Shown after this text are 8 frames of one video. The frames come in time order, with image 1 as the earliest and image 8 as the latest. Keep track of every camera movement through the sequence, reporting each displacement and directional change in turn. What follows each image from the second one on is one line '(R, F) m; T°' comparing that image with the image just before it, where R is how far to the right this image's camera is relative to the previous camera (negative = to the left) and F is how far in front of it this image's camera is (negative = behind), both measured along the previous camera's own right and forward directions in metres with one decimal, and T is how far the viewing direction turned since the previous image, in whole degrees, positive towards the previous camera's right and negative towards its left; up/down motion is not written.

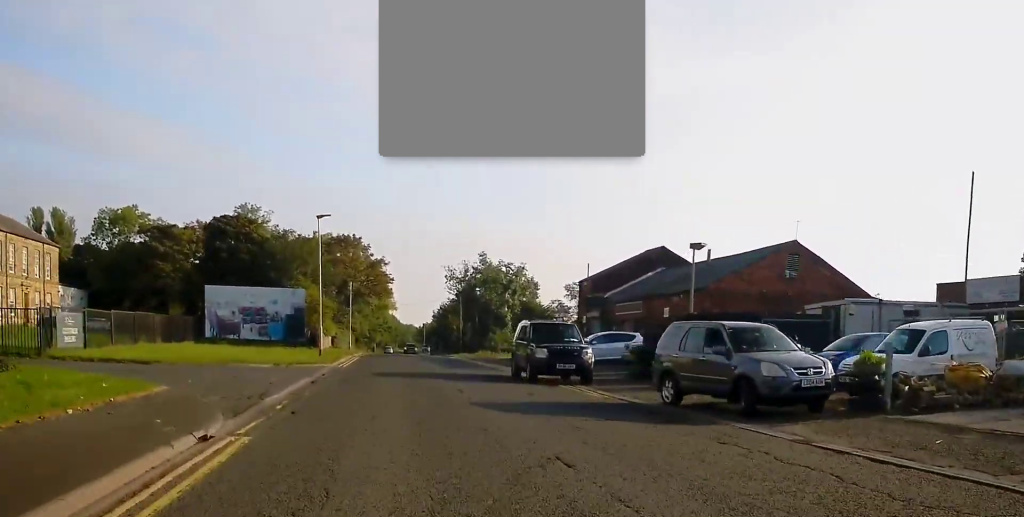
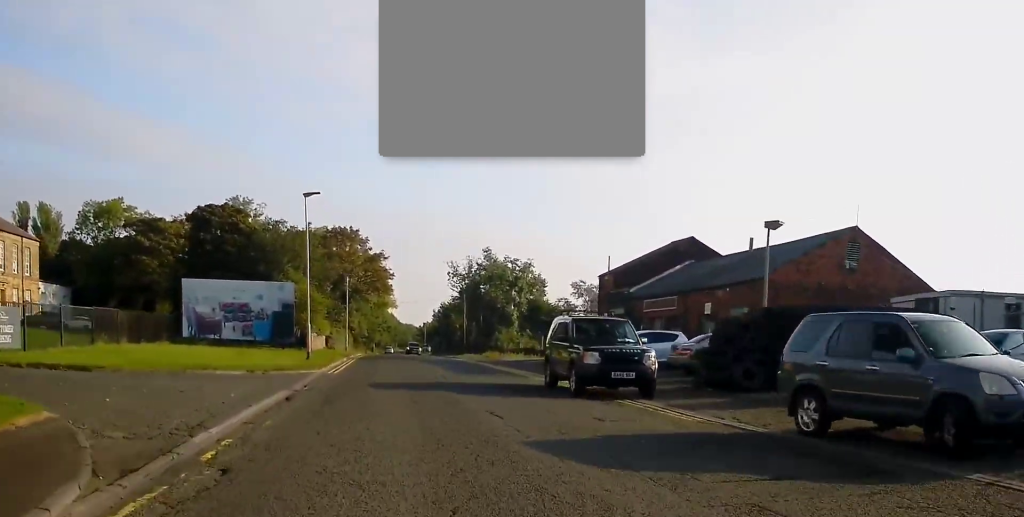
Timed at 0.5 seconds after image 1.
(-0.2, +5.5) m; 0°
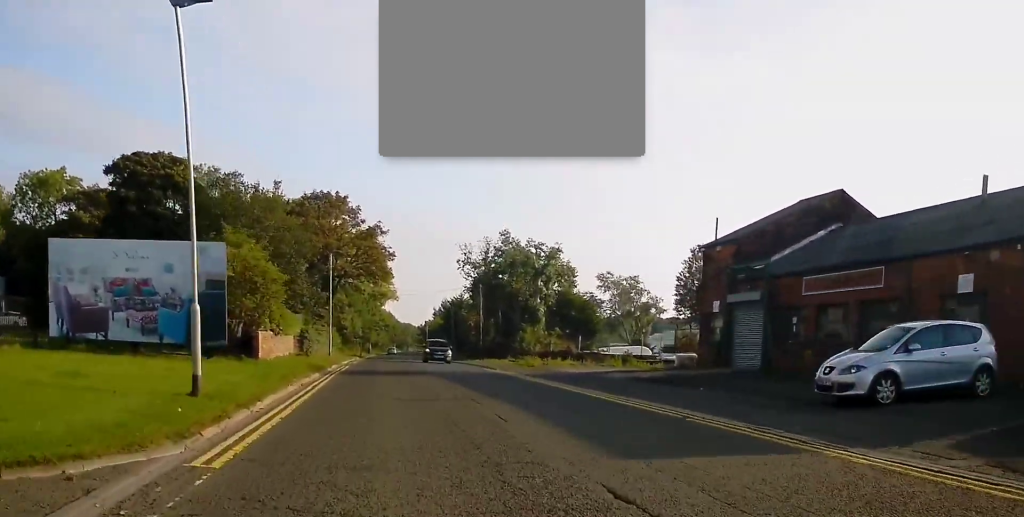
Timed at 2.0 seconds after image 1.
(0.0, +18.0) m; +1°
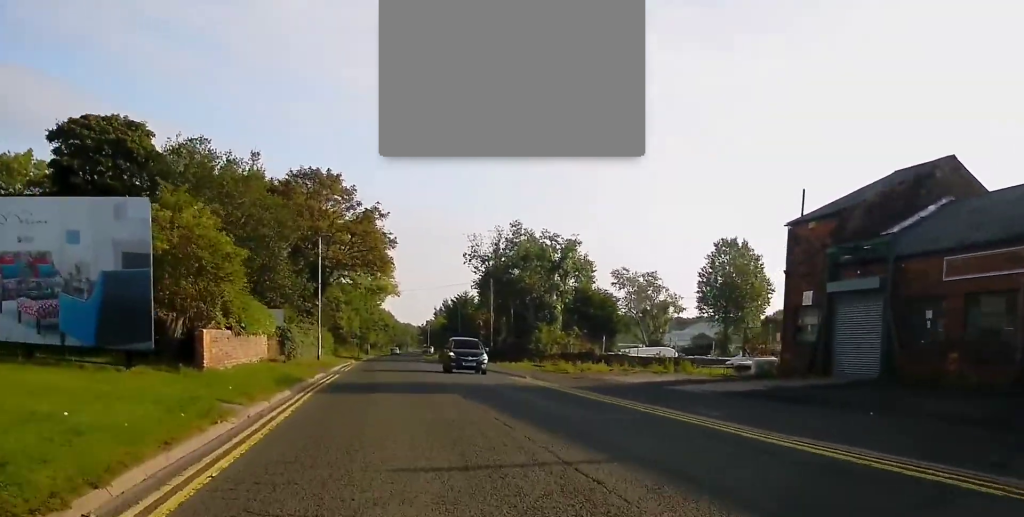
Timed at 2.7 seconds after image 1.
(+0.1, +7.8) m; 0°
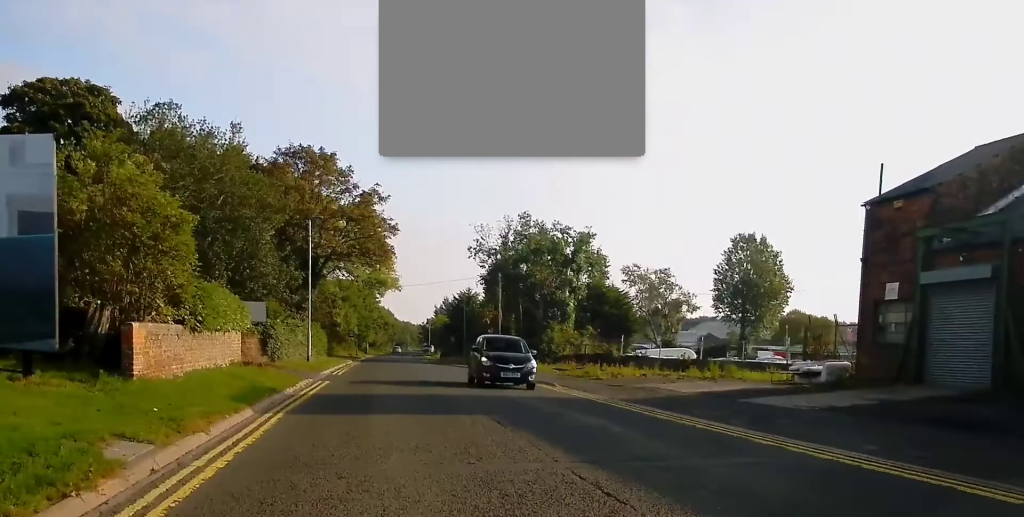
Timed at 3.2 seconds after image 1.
(0.0, +5.1) m; 0°
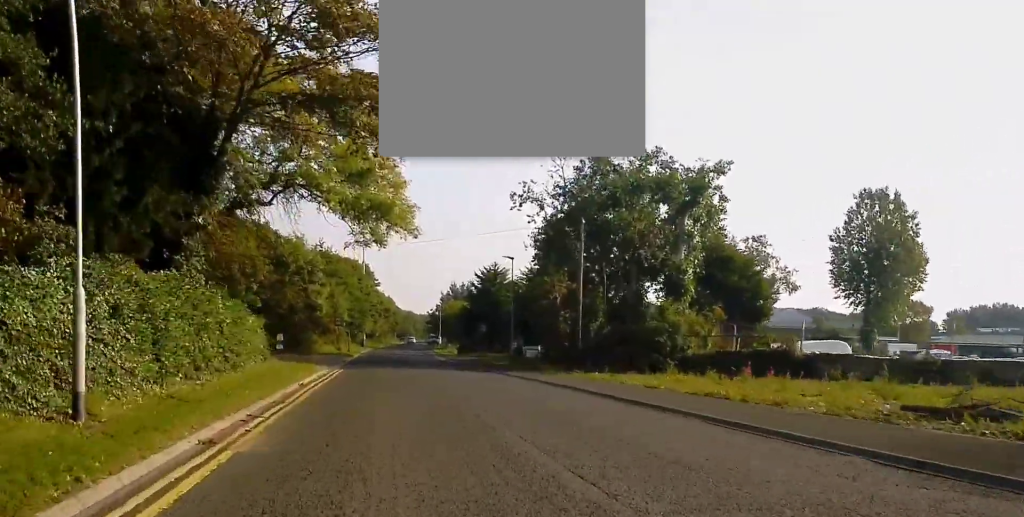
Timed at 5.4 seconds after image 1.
(-0.1, +26.3) m; +1°
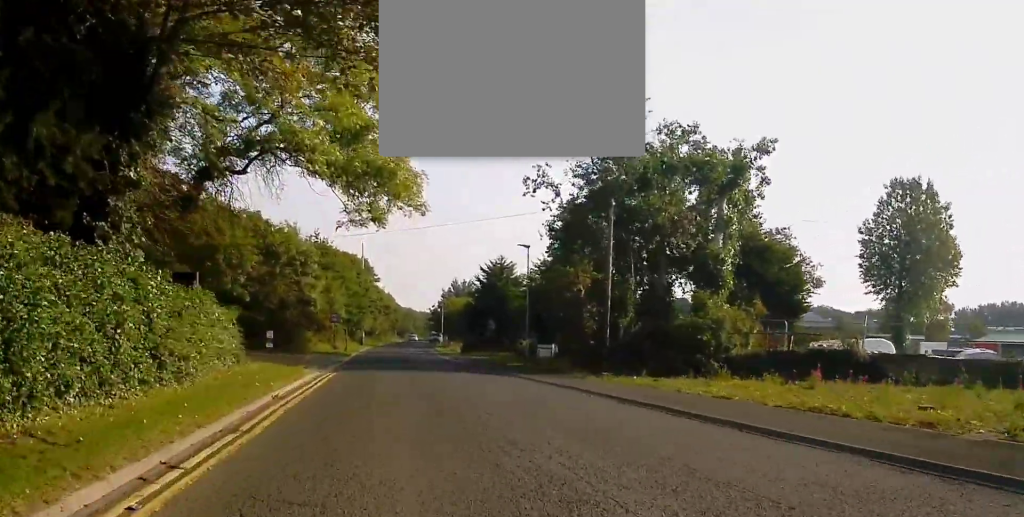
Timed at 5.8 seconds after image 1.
(0.0, +4.8) m; +1°
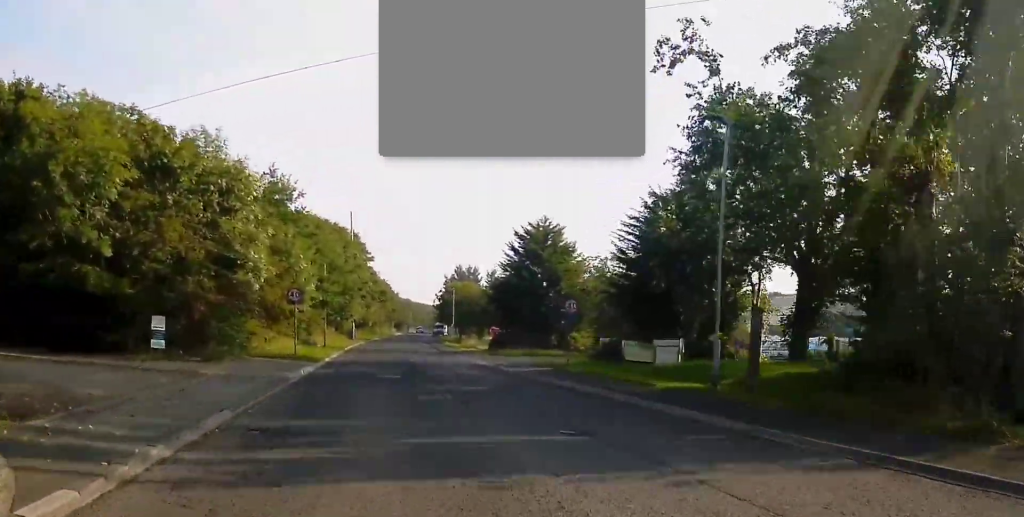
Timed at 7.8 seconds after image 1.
(-0.2, +23.8) m; -1°
